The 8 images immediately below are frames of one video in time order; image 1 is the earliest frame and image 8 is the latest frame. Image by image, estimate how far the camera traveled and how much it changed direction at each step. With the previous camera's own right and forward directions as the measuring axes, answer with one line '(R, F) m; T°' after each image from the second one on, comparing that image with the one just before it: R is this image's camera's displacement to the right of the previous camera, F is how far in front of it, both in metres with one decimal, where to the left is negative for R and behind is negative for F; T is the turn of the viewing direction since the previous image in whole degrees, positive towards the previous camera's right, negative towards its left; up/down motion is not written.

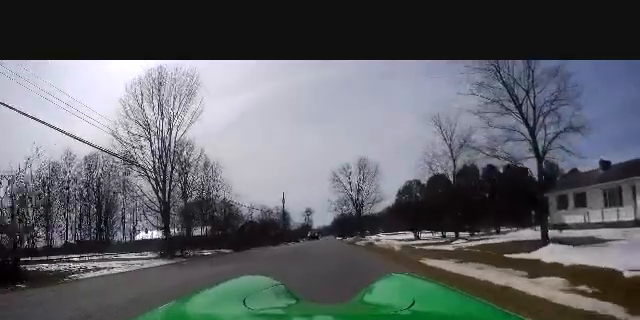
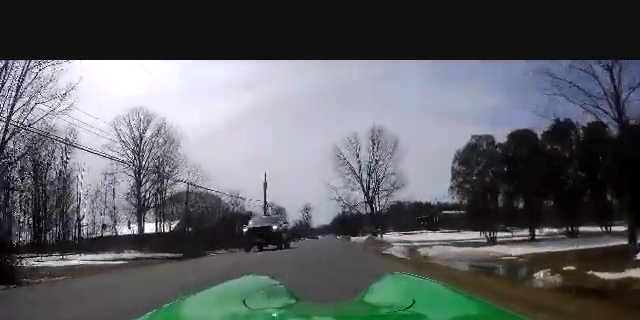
(-0.3, +17.8) m; +1°
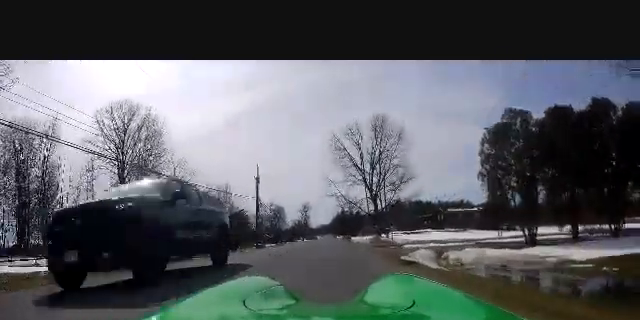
(0.0, +4.3) m; 0°
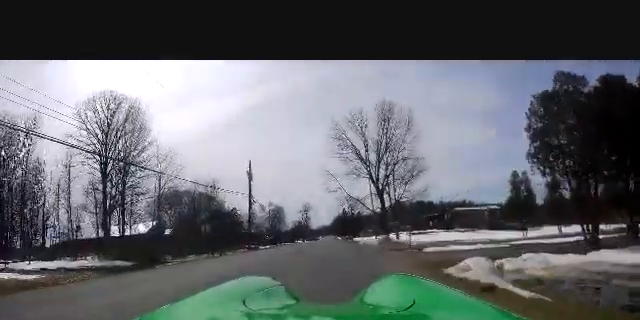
(-0.2, +4.3) m; 0°
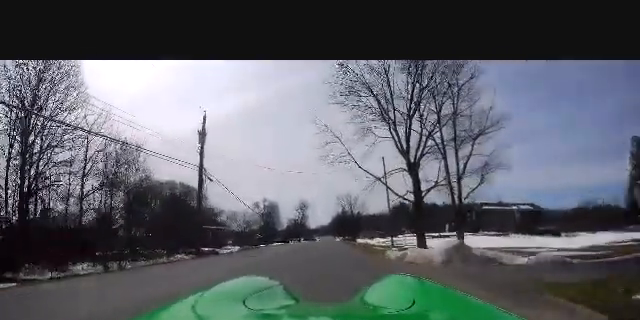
(+0.2, +14.0) m; -2°
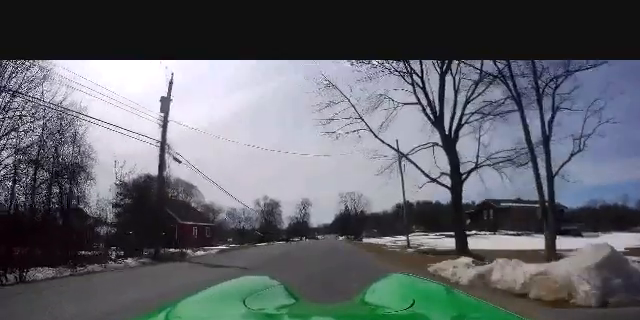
(-0.5, +6.2) m; -1°
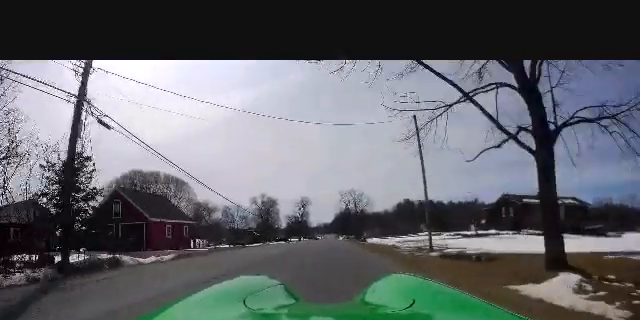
(-0.1, +6.9) m; +1°
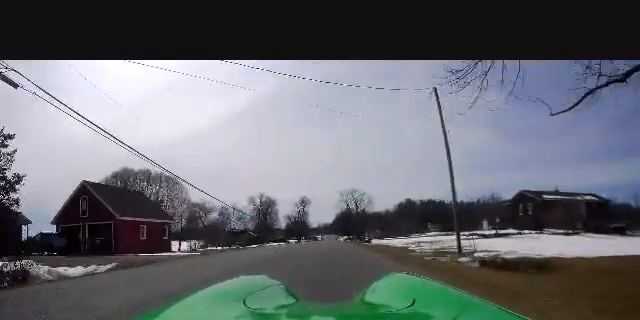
(+0.1, +5.3) m; +2°
